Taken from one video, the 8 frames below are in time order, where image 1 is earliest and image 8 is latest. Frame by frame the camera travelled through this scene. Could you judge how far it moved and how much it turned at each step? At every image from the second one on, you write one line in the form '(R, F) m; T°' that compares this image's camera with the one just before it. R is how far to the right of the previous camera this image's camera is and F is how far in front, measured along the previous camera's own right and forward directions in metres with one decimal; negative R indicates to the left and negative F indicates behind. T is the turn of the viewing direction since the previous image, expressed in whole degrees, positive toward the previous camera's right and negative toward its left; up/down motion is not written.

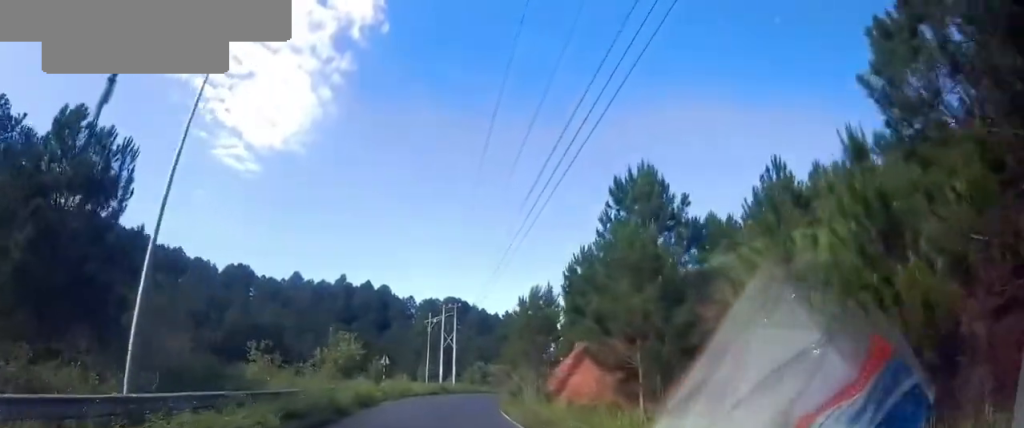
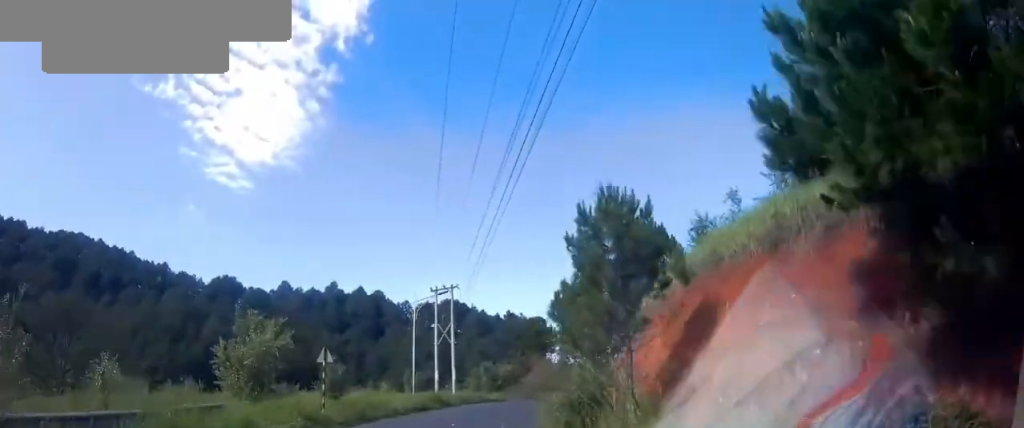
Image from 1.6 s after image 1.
(+1.0, +14.3) m; +6°
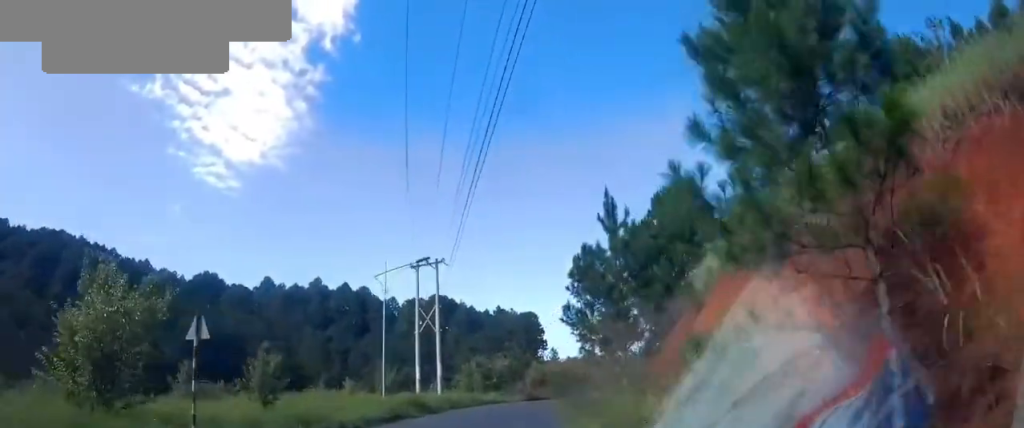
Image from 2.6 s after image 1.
(0.0, +8.4) m; 0°
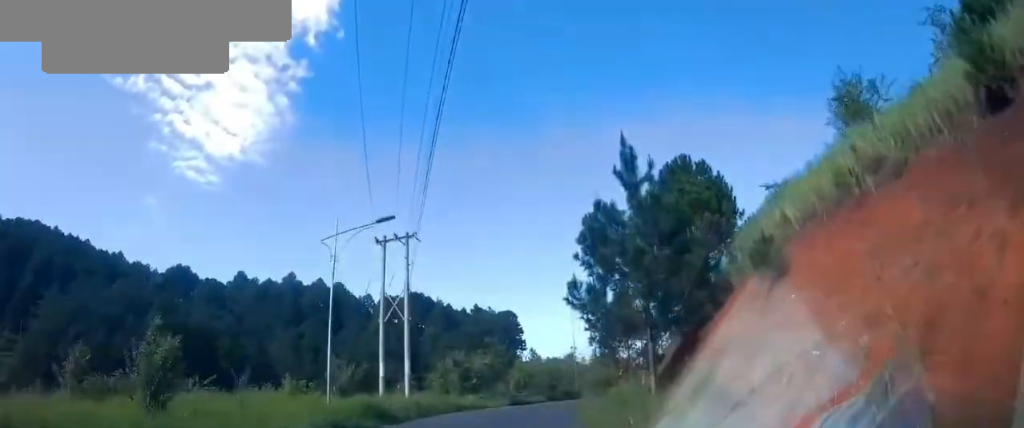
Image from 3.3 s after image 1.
(0.0, +6.0) m; +1°
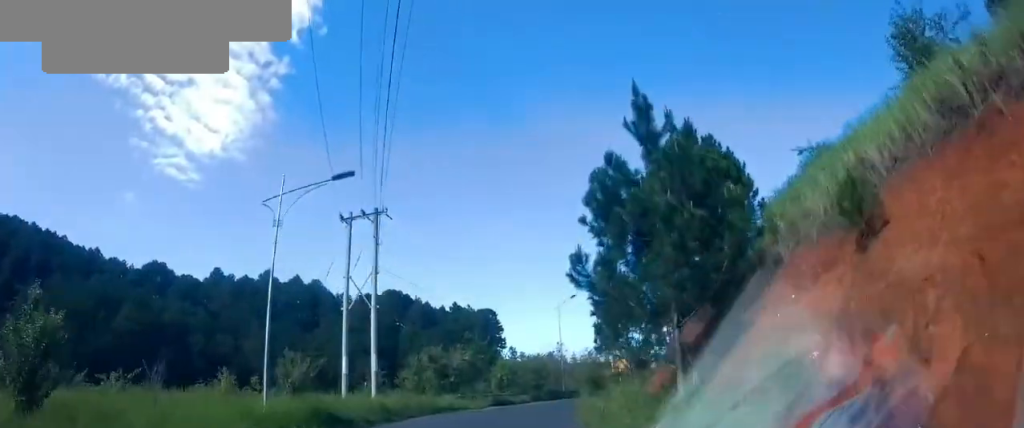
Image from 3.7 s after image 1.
(0.0, +3.9) m; +3°
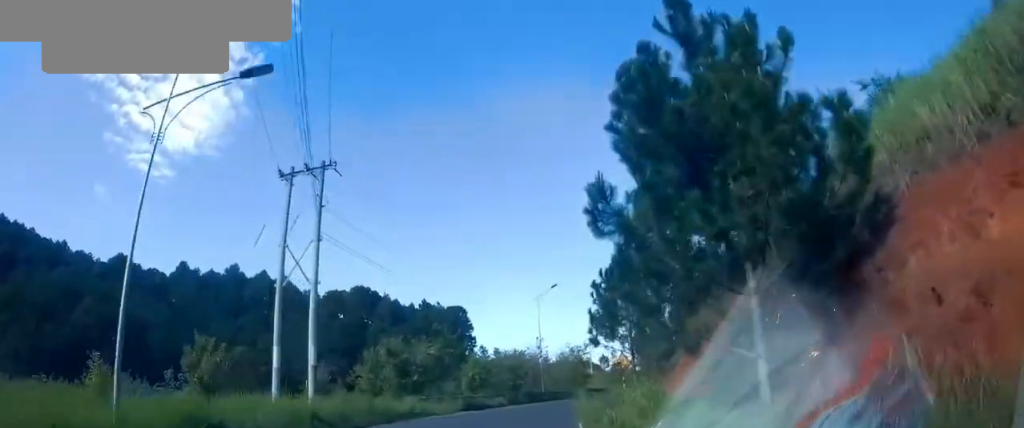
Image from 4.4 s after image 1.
(0.0, +5.2) m; +4°
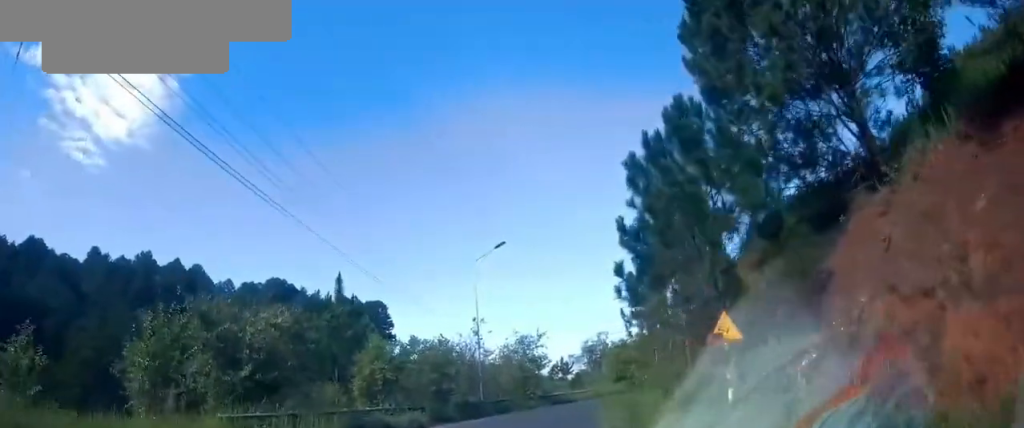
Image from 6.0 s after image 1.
(+1.3, +13.3) m; +7°
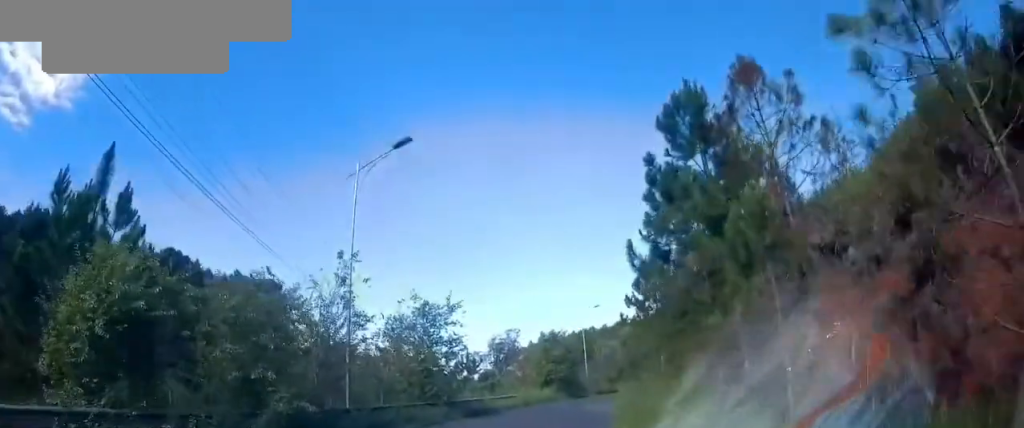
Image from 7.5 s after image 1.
(+0.6, +12.0) m; +10°
